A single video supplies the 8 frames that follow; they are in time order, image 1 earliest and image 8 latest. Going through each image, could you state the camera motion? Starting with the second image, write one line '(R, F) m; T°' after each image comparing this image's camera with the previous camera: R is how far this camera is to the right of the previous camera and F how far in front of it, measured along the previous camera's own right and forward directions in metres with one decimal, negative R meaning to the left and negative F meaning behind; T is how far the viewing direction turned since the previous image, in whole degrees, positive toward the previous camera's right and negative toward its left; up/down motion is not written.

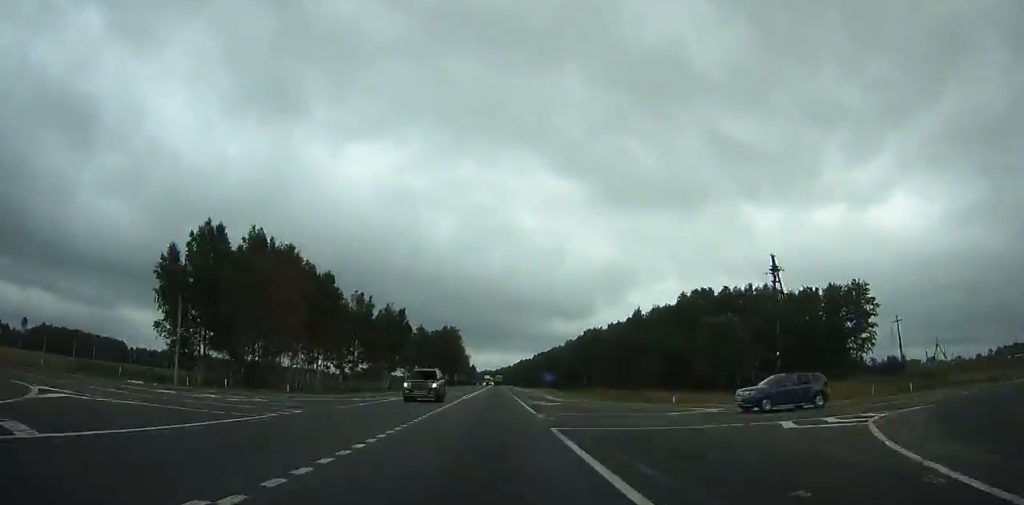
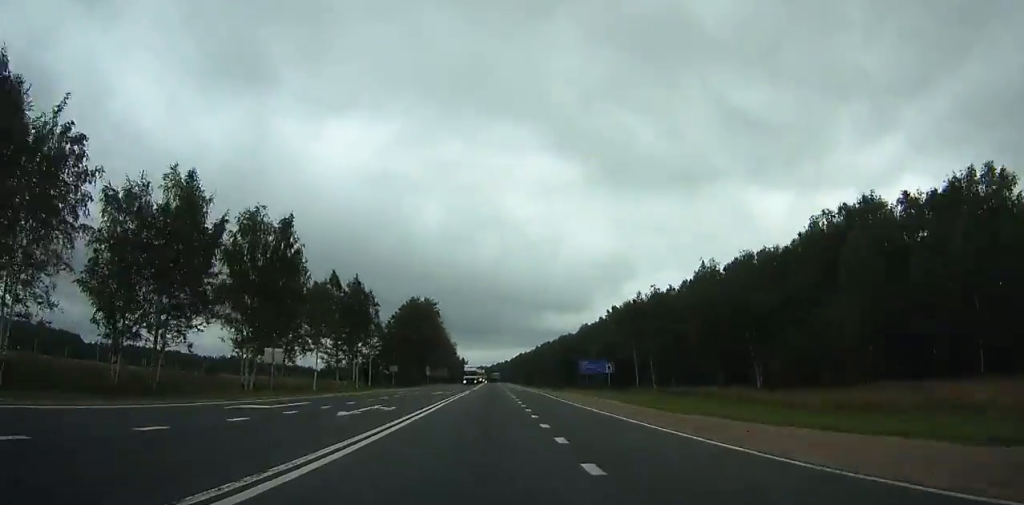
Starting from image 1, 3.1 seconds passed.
(+0.1, +68.4) m; 0°
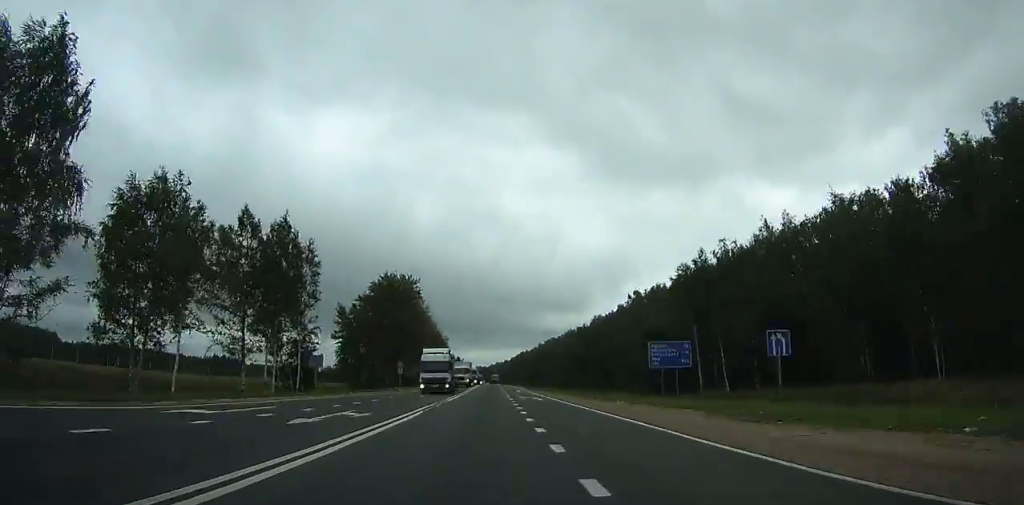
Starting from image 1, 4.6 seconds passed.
(+0.1, +33.3) m; 0°
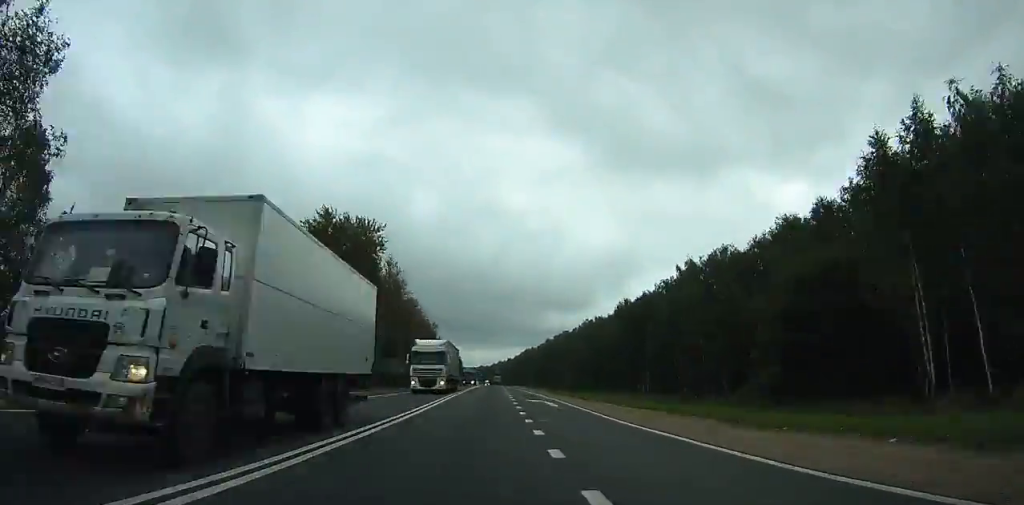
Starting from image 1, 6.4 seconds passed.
(+0.1, +39.9) m; 0°
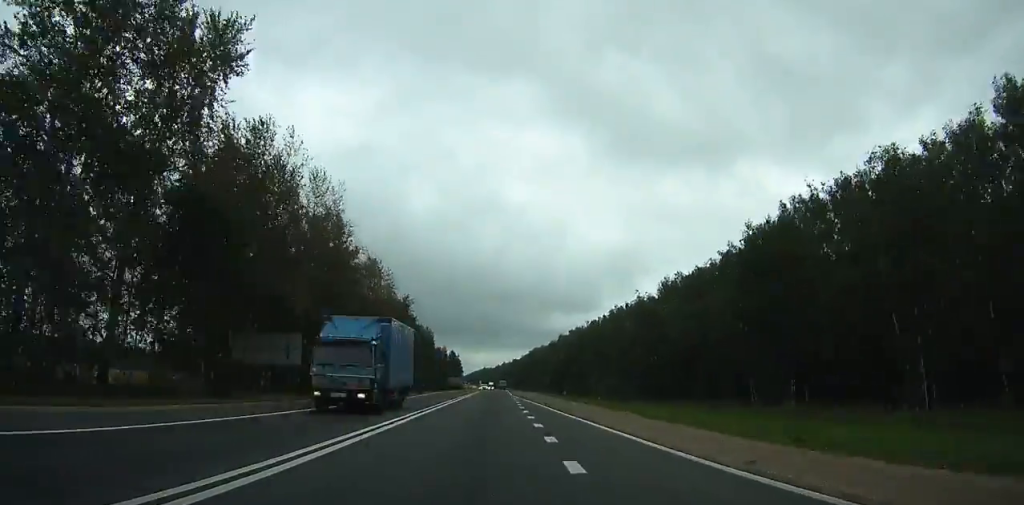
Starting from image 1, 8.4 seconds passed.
(-0.2, +44.6) m; 0°
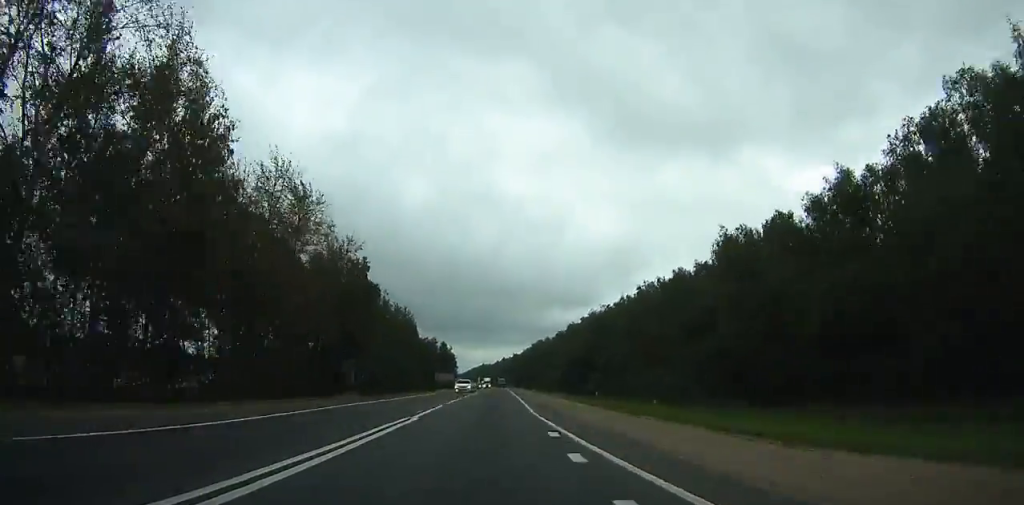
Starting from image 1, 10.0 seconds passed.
(-0.1, +35.6) m; 0°
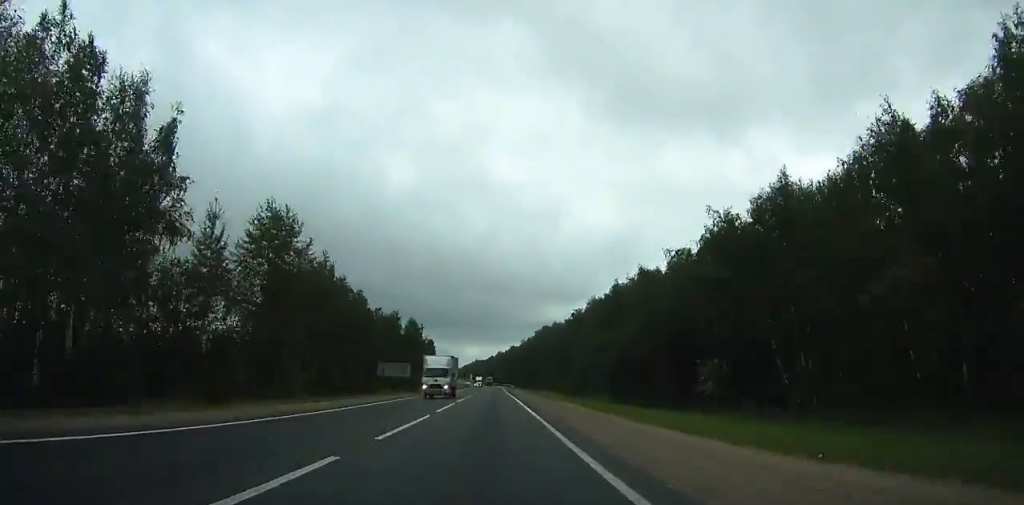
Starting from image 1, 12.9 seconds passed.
(-0.1, +65.1) m; 0°
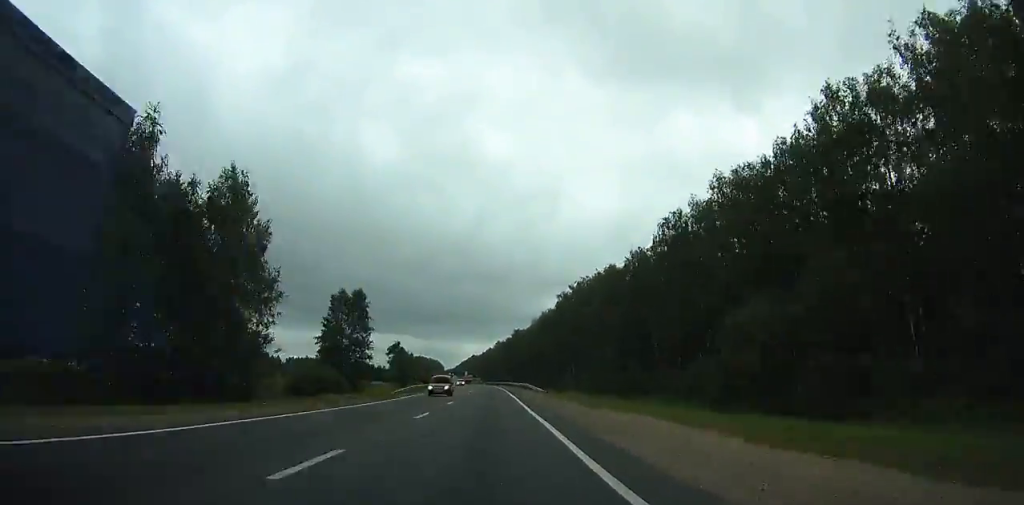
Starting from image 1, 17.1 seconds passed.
(+0.2, +95.6) m; 0°
